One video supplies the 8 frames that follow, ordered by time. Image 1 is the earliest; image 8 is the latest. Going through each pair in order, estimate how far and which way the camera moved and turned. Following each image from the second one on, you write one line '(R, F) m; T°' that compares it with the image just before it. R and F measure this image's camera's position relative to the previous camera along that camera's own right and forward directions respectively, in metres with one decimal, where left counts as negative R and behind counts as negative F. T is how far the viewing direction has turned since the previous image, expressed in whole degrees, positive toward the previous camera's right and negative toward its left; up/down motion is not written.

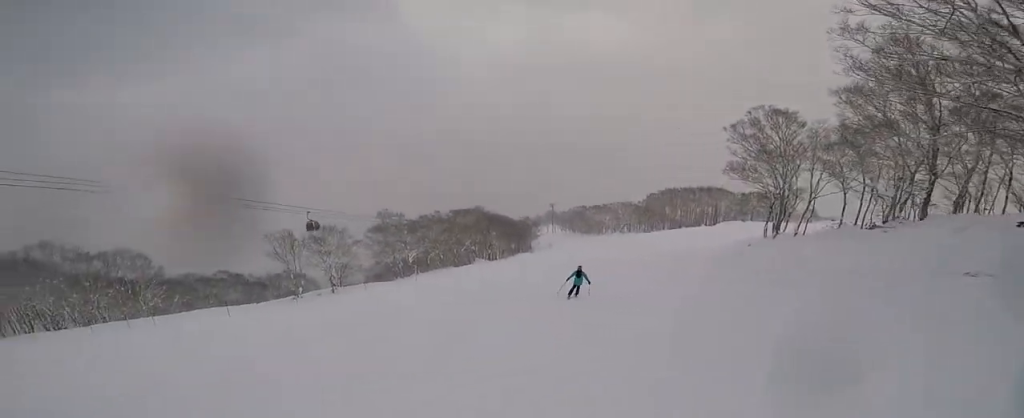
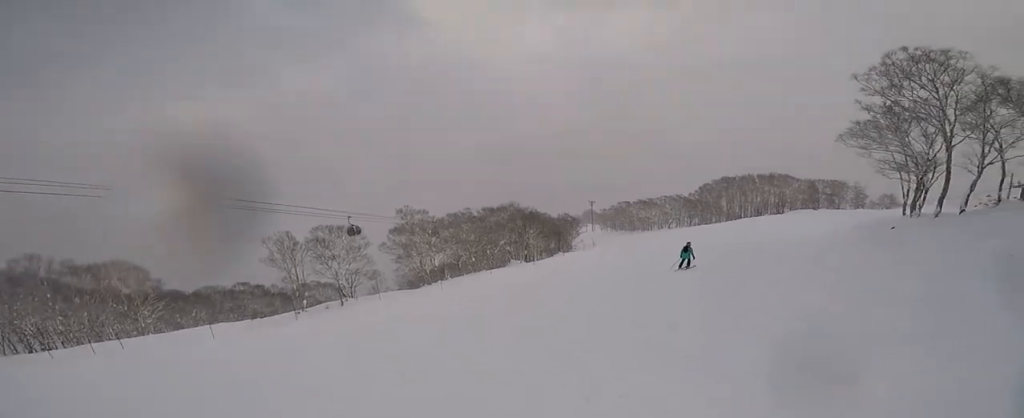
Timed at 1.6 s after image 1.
(-2.1, +9.2) m; -12°
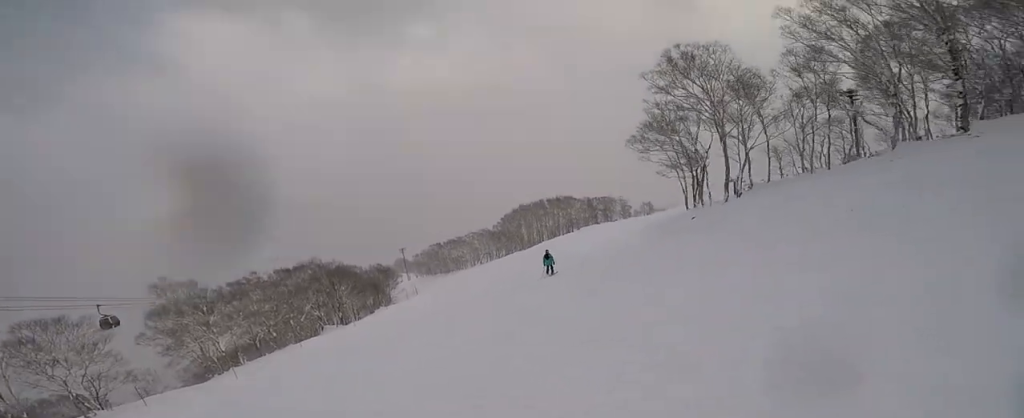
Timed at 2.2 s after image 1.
(+0.5, +4.6) m; +13°
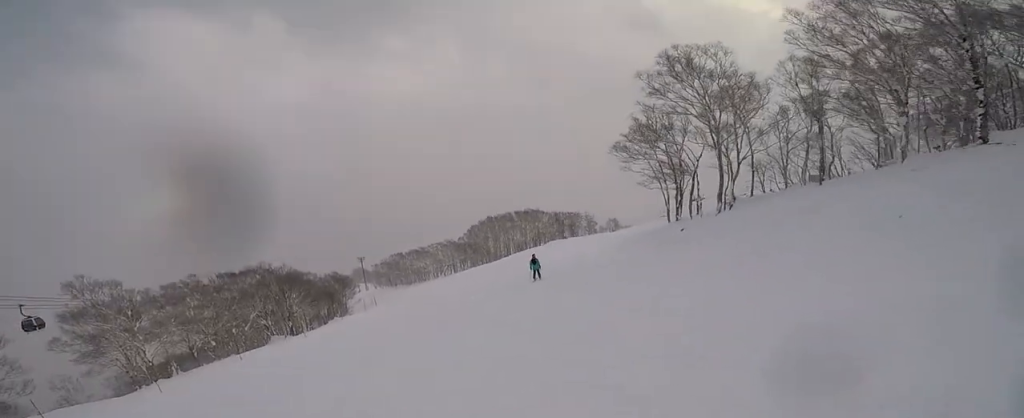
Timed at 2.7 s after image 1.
(-0.1, +3.1) m; +11°
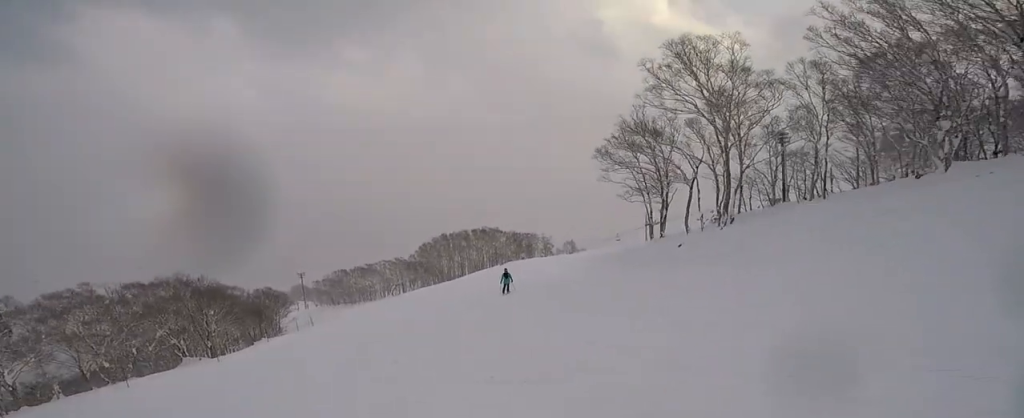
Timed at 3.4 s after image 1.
(+1.2, +5.0) m; +11°
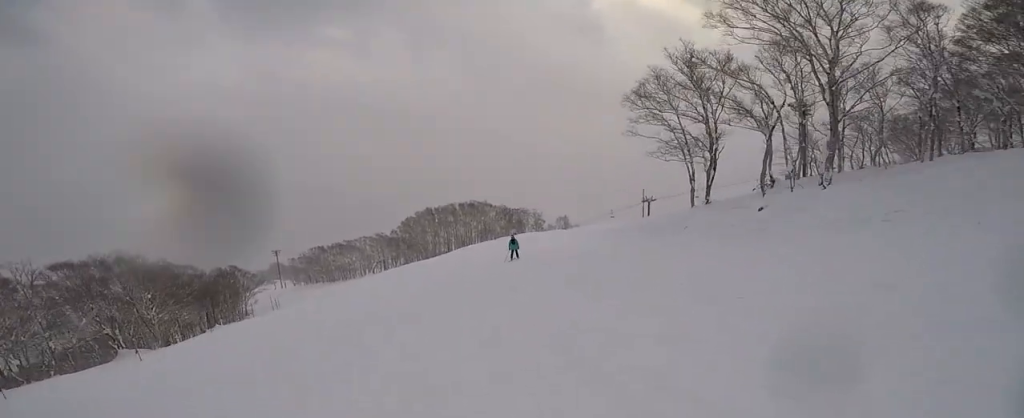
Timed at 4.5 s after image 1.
(+0.5, +7.1) m; +3°
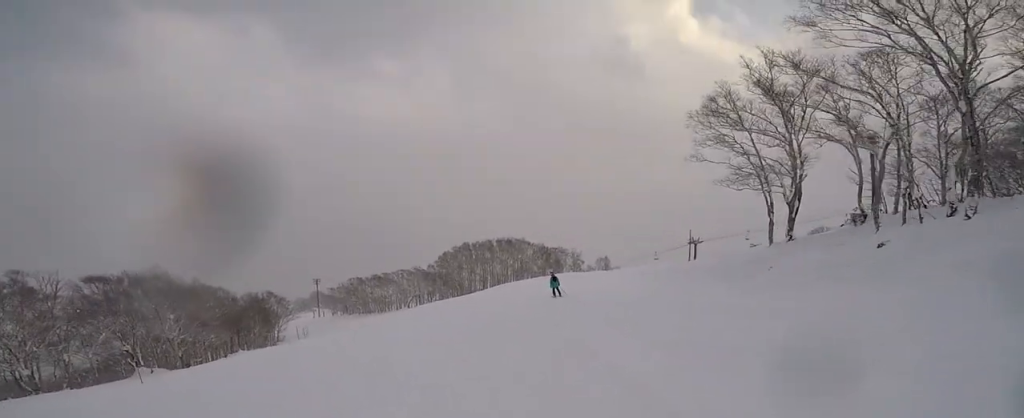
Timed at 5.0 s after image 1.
(0.0, +3.3) m; -4°
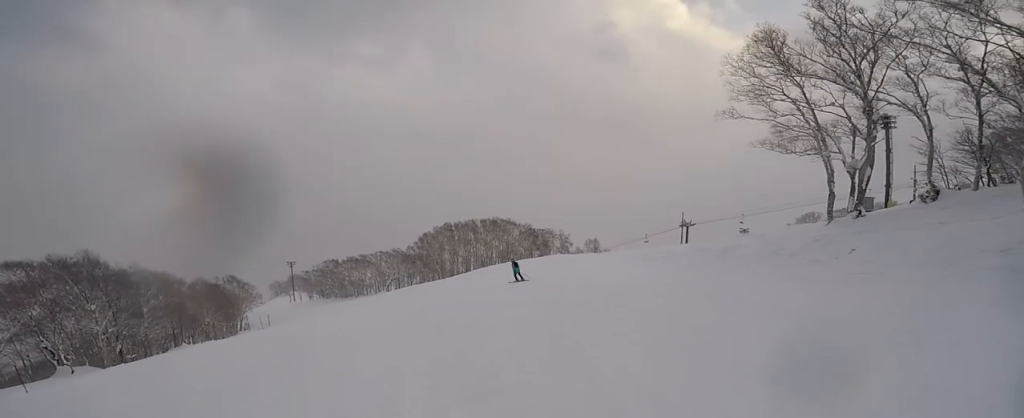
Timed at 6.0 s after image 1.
(-0.2, +5.4) m; -11°
